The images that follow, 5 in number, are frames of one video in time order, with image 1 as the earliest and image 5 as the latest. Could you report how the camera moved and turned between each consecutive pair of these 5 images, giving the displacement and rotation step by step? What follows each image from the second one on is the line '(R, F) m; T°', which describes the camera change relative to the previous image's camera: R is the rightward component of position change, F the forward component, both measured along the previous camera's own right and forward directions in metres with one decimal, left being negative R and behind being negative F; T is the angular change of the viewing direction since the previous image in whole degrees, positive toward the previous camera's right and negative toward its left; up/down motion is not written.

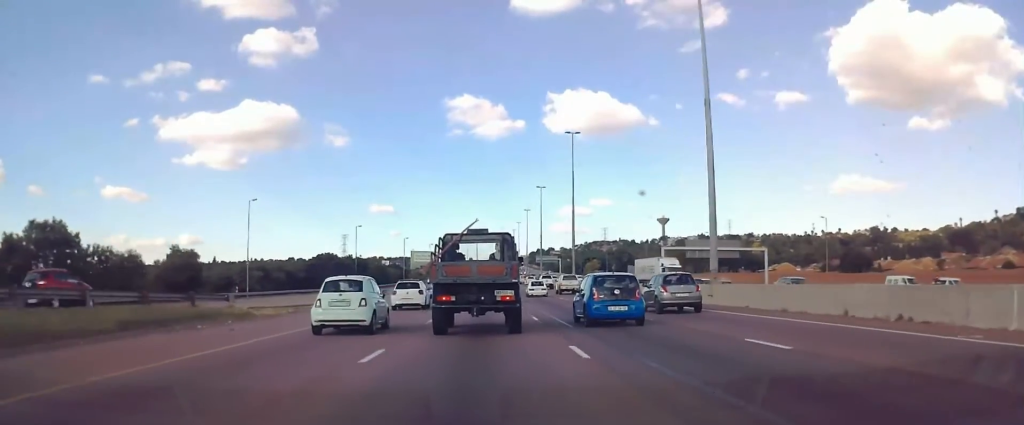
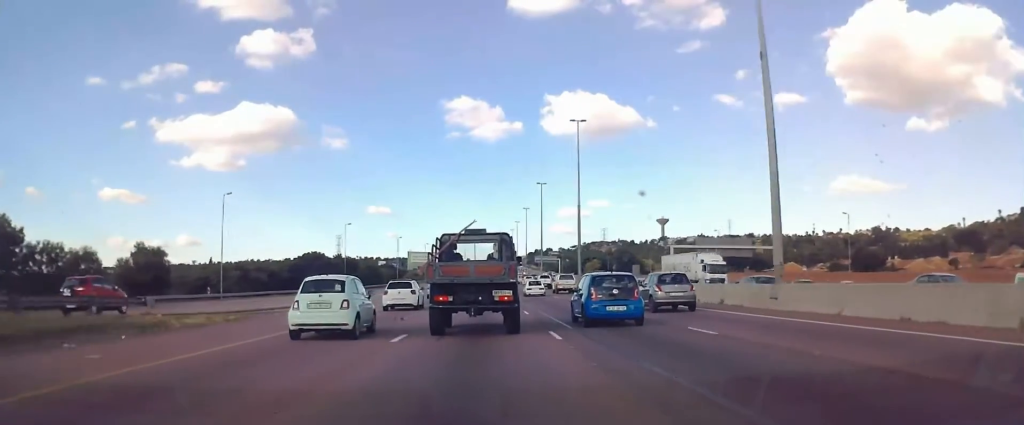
(-0.3, +8.5) m; -1°
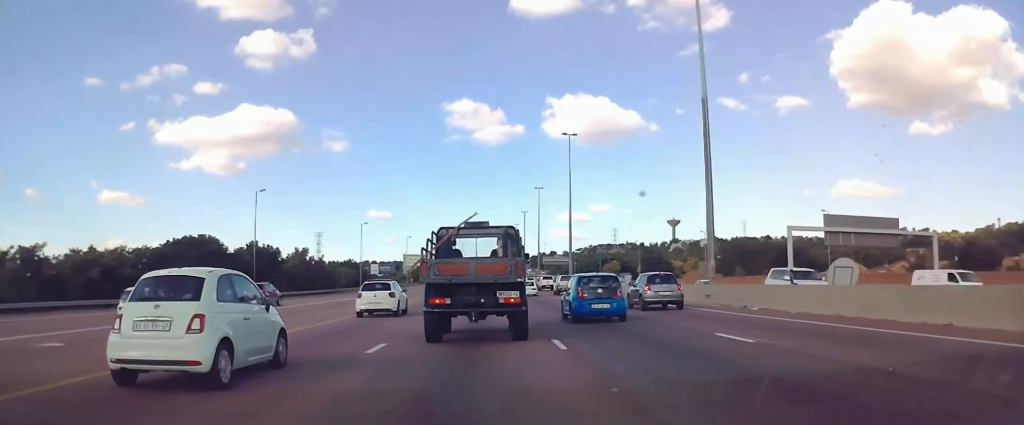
(+1.3, +52.2) m; +2°
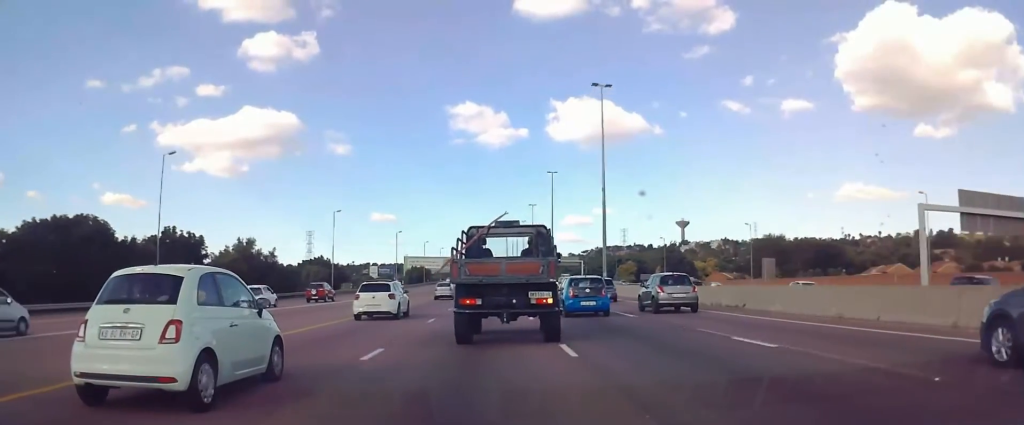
(-0.5, +25.6) m; -2°
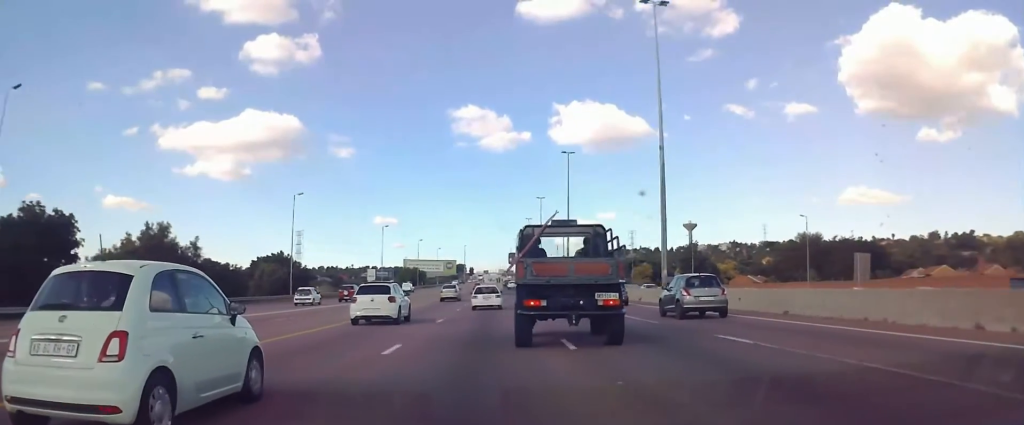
(+0.4, +22.1) m; +1°
